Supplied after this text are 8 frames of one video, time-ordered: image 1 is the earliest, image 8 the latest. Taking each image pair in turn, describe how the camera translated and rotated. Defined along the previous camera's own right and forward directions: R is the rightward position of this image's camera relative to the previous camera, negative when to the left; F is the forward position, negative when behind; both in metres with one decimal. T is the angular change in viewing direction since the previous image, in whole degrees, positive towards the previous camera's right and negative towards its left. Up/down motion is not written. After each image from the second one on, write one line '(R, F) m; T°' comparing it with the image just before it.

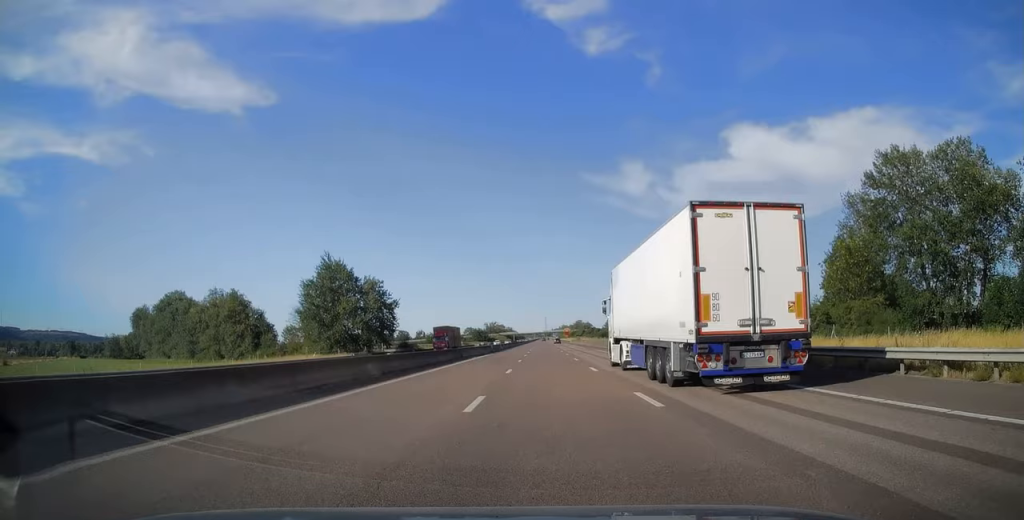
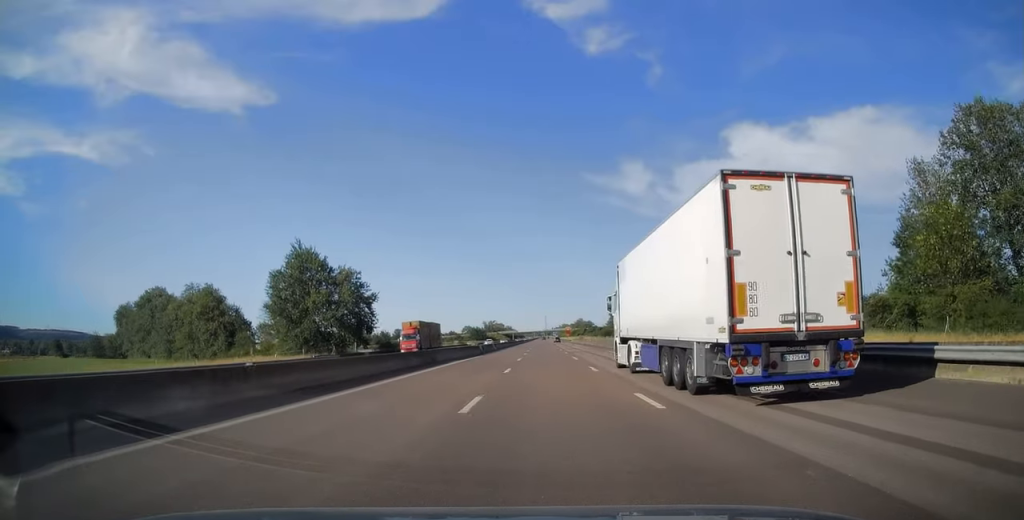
(0.0, +13.3) m; 0°
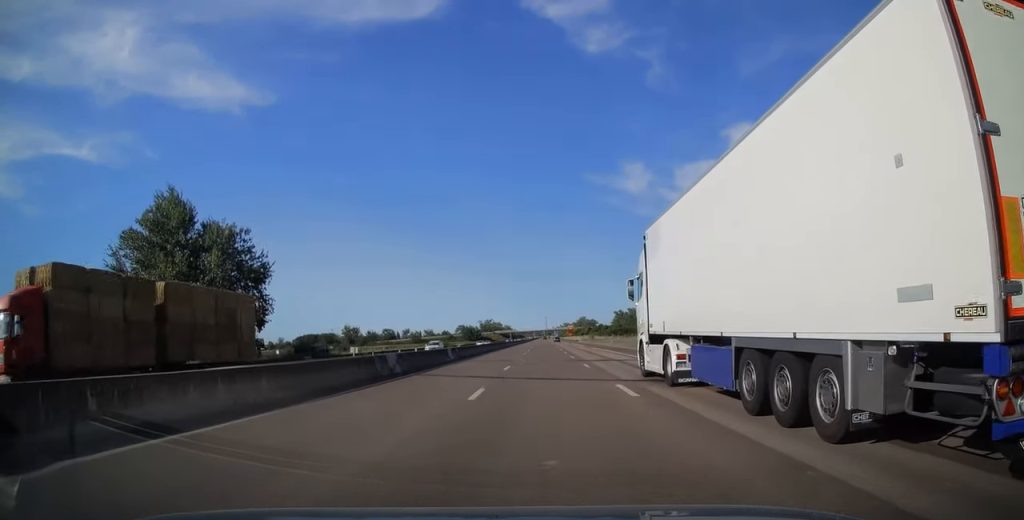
(+0.1, +36.4) m; 0°
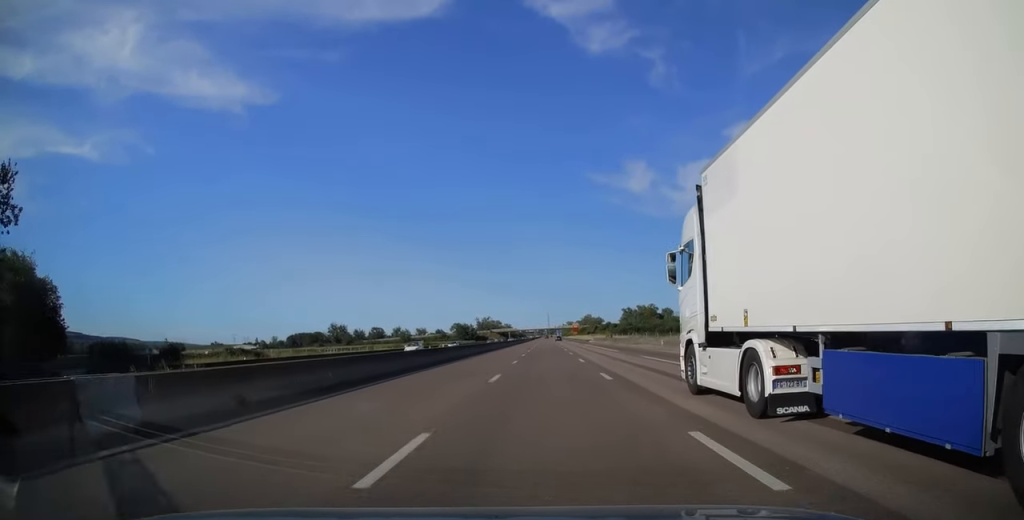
(+0.3, +33.8) m; 0°
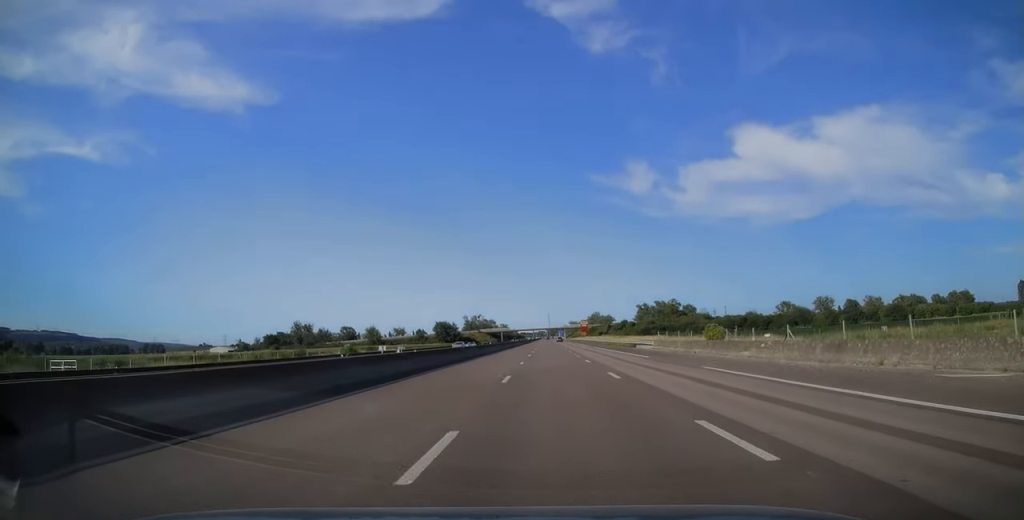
(-0.7, +64.6) m; -1°
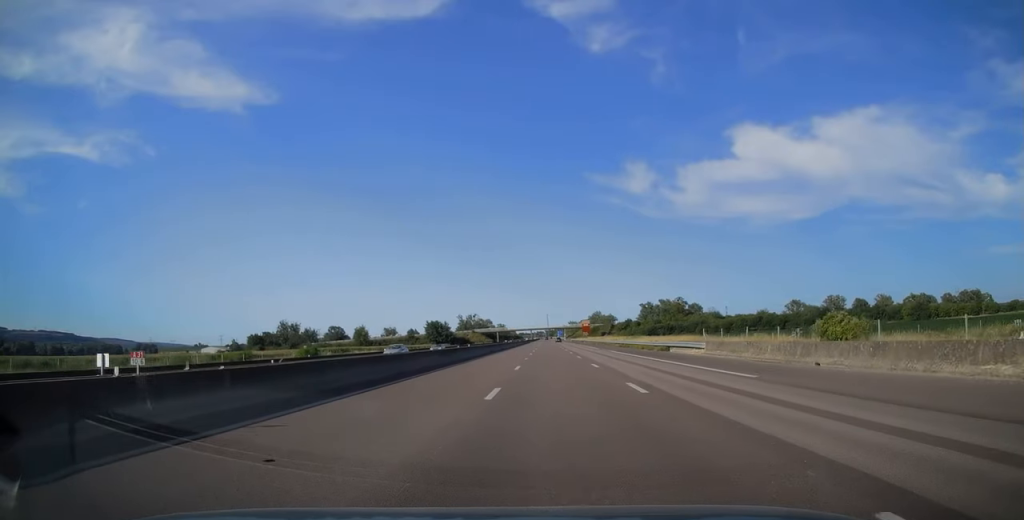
(0.0, +17.9) m; 0°
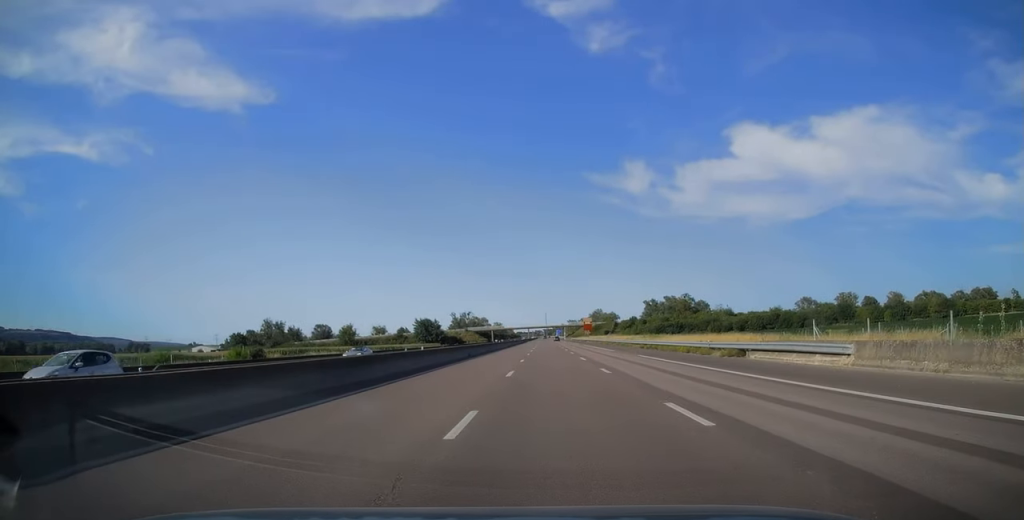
(0.0, +18.5) m; 0°
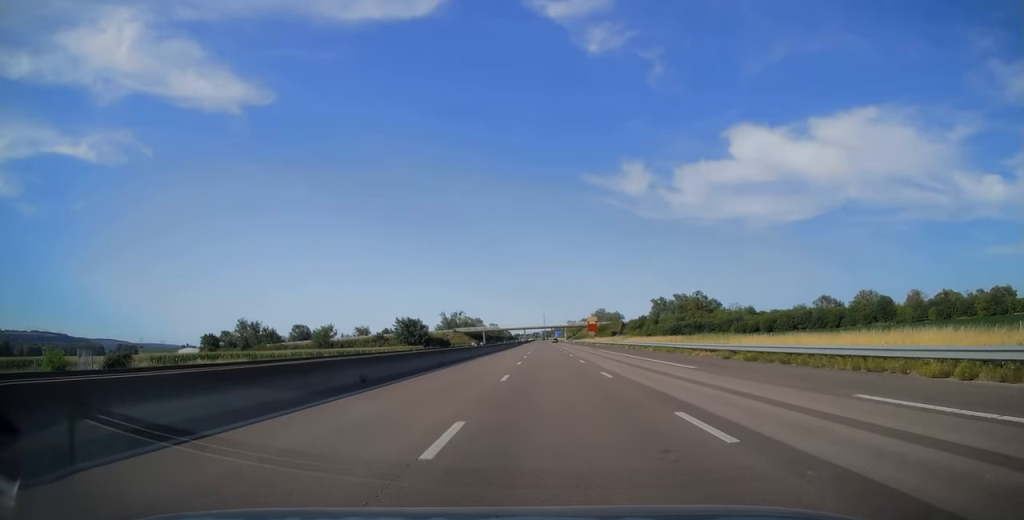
(0.0, +27.2) m; 0°
